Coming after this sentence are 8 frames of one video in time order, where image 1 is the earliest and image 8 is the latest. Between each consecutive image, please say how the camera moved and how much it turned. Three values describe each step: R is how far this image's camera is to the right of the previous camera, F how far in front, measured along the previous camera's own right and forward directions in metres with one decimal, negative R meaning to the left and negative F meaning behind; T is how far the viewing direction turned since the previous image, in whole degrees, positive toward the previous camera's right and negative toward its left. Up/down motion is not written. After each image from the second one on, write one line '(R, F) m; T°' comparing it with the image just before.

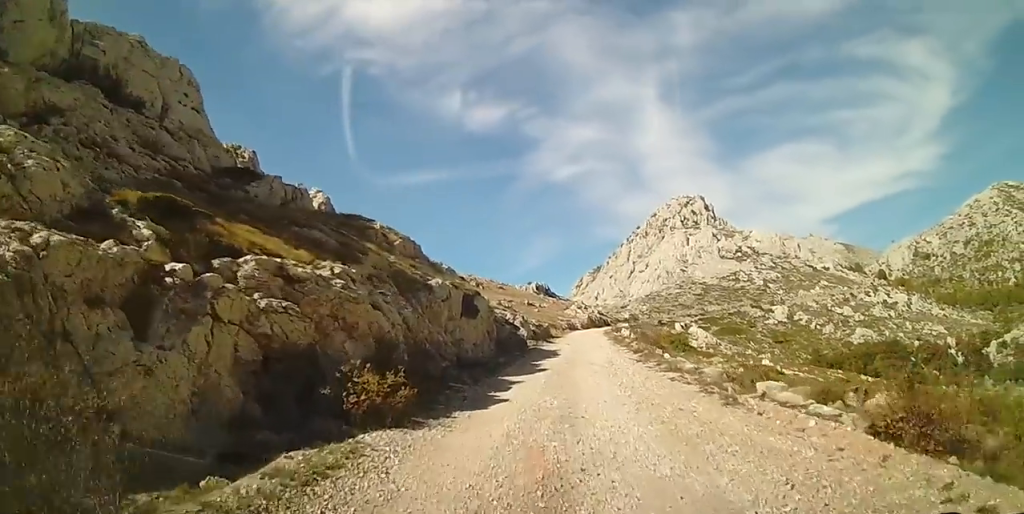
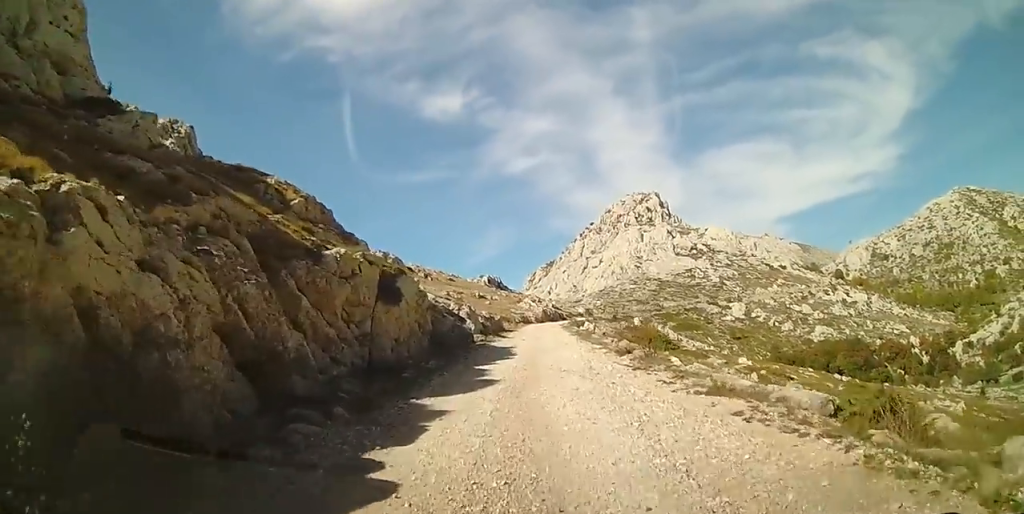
(0.0, +6.6) m; +1°
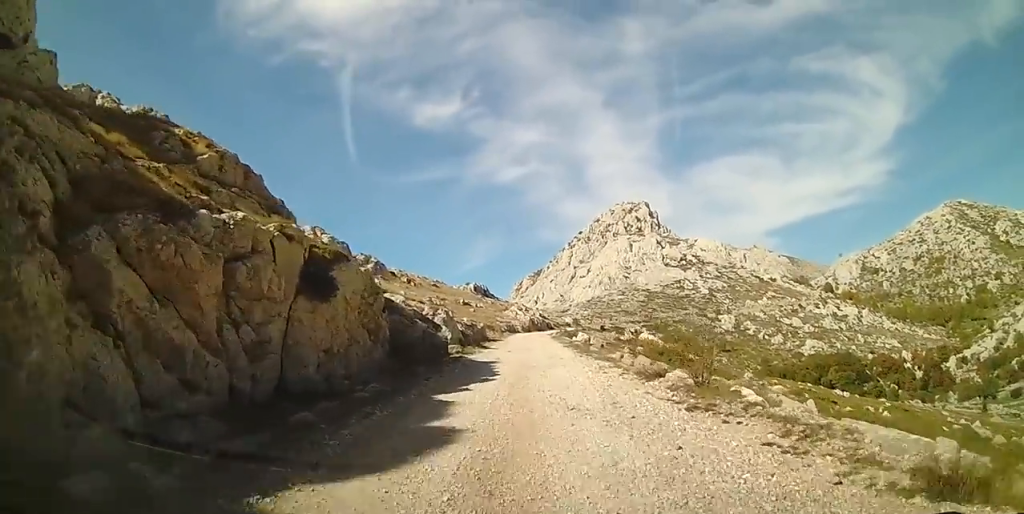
(0.0, +5.1) m; +3°
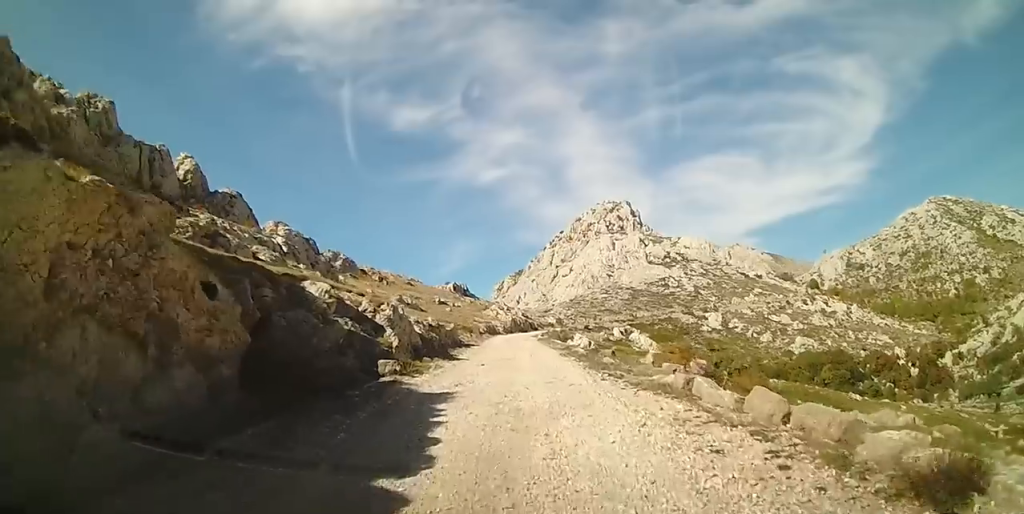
(+0.7, +9.1) m; +5°
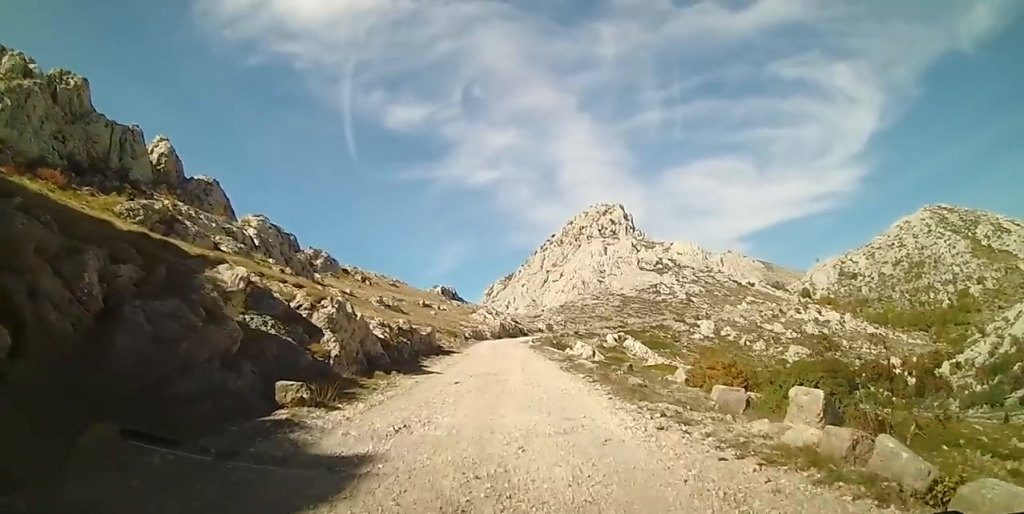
(0.0, +5.6) m; 0°
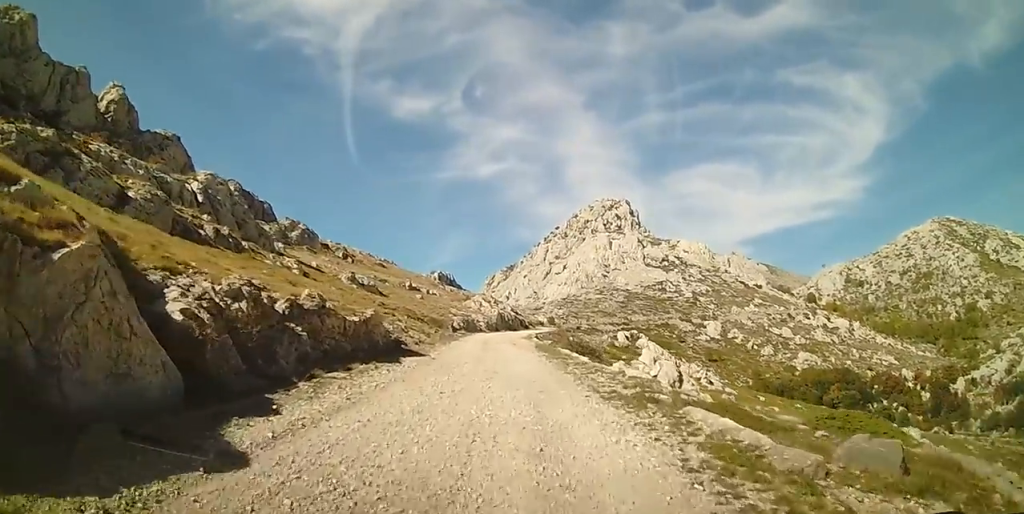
(0.0, +13.1) m; 0°
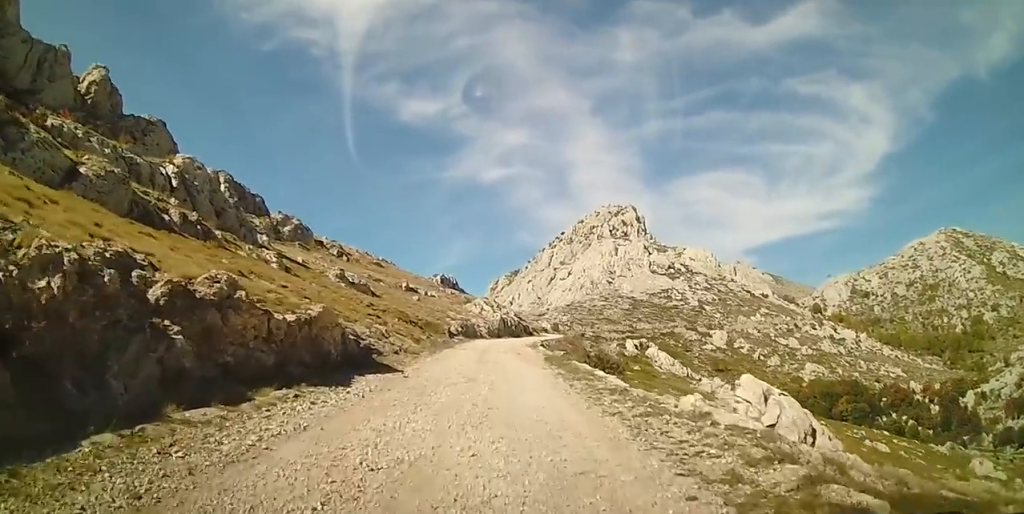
(0.0, +5.2) m; 0°
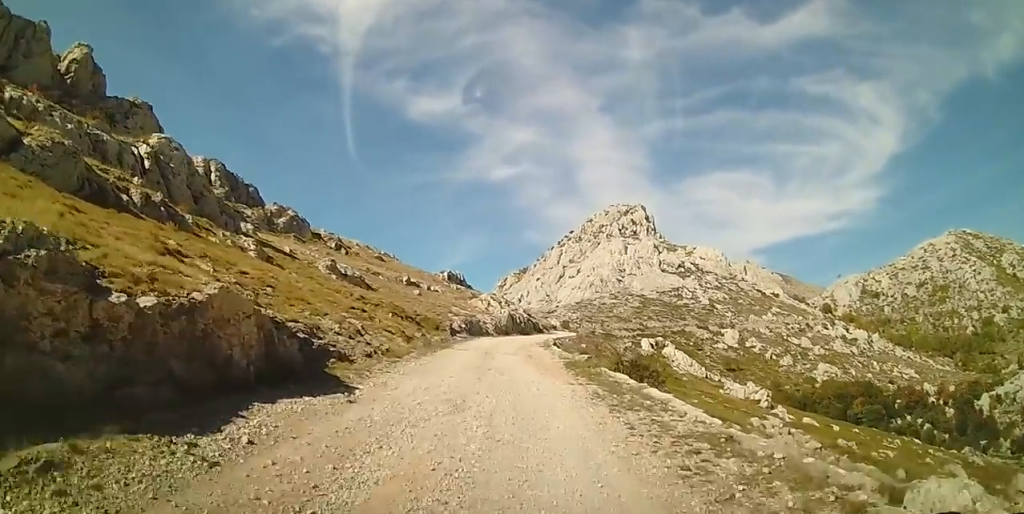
(0.0, +5.0) m; 0°
